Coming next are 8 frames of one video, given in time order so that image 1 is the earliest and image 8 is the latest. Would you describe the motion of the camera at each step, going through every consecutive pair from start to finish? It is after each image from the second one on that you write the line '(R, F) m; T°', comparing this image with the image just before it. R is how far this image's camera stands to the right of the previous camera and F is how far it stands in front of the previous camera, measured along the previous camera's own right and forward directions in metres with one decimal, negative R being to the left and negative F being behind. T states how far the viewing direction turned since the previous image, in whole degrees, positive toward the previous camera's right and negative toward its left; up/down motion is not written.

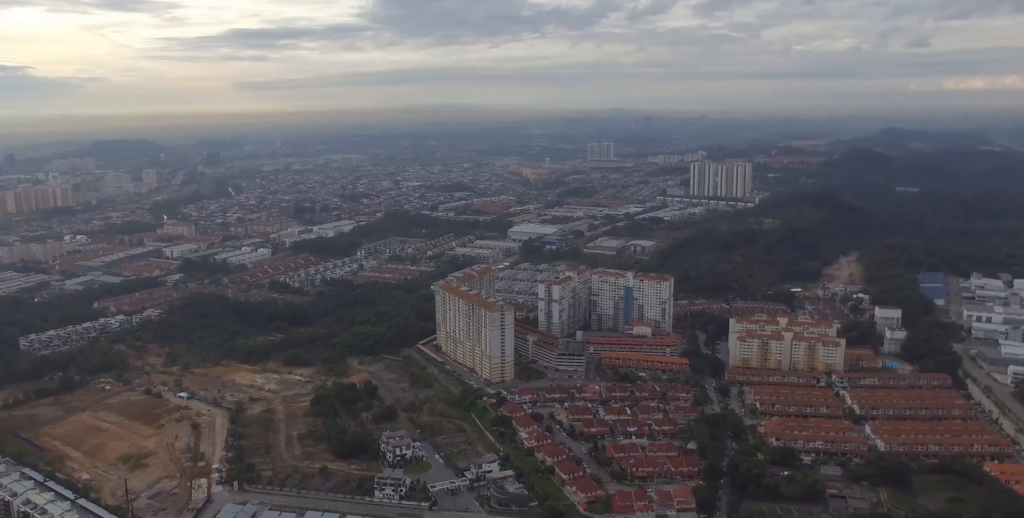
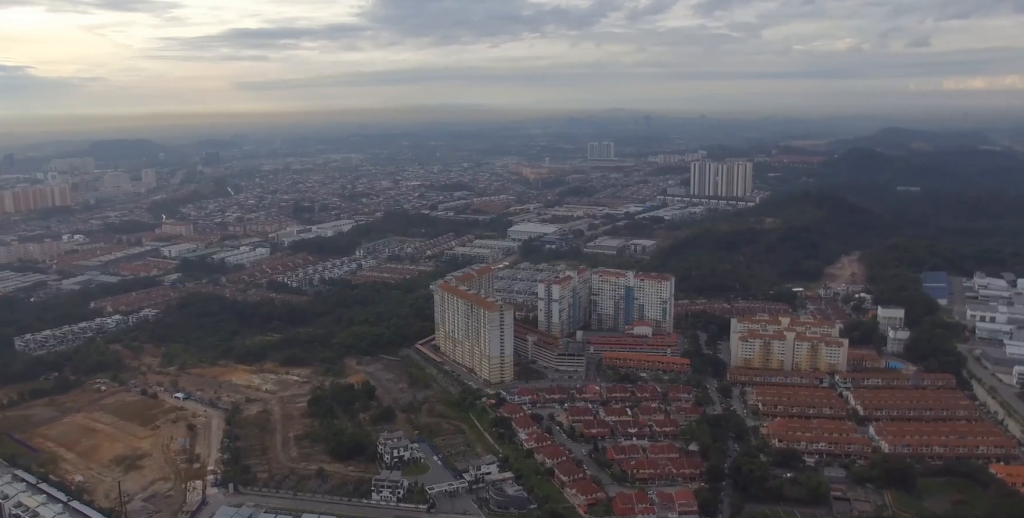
(0.0, +7.1) m; 0°
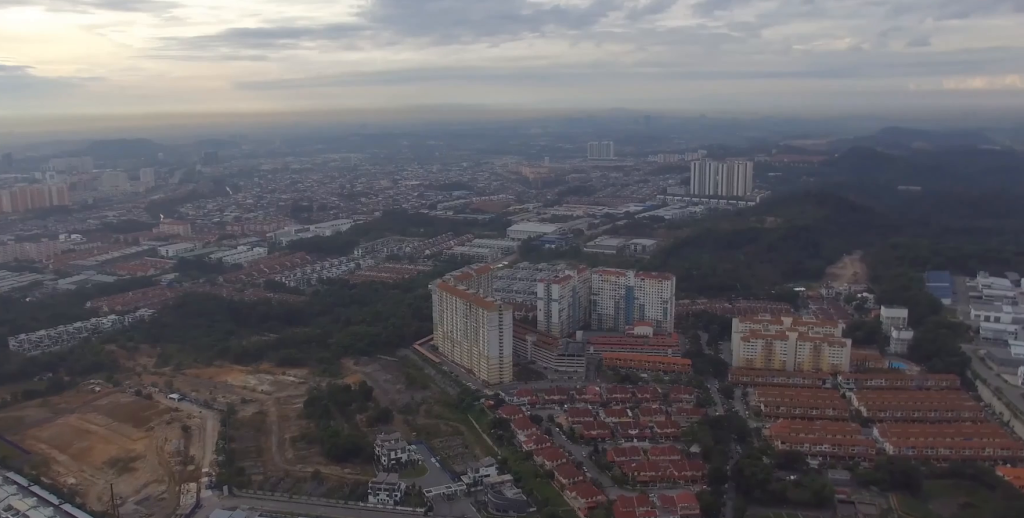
(0.0, +7.5) m; 0°
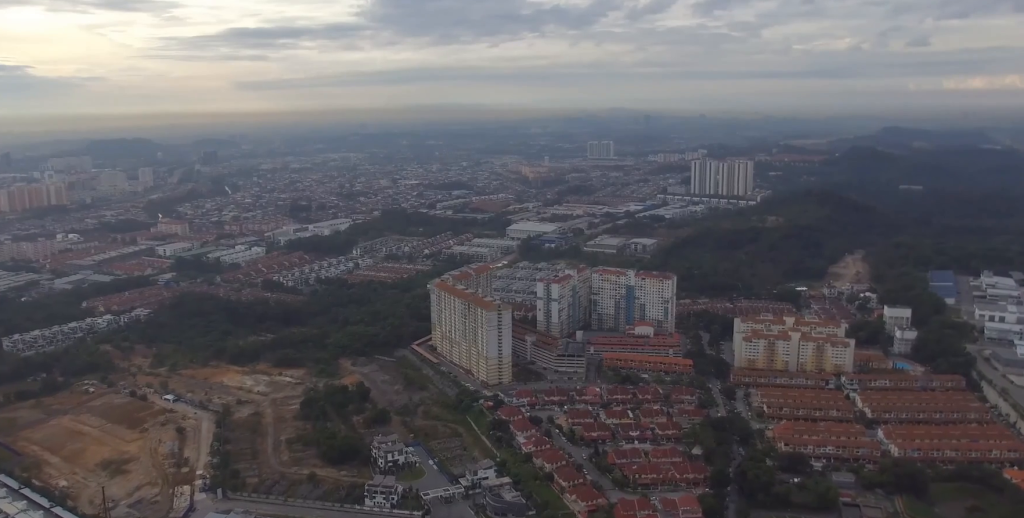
(0.0, +8.3) m; 0°
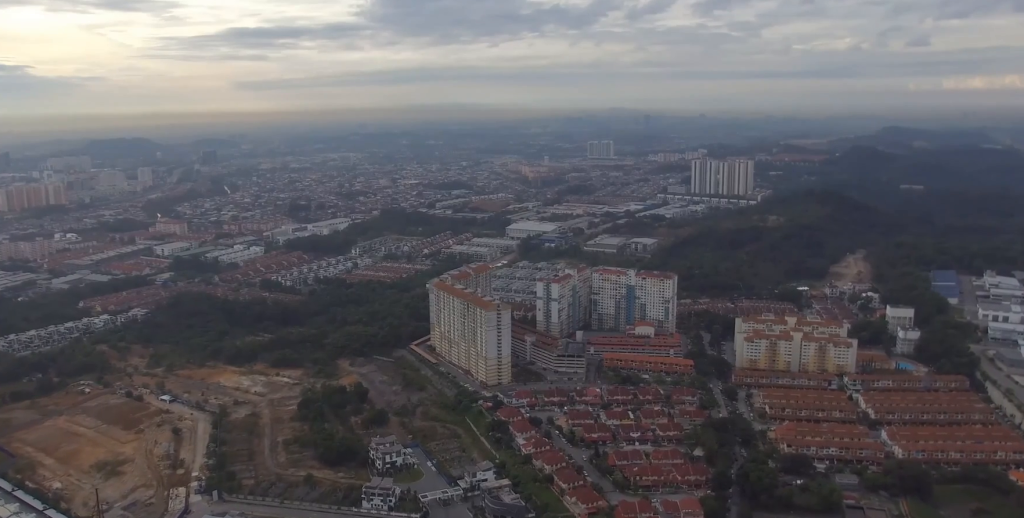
(0.0, +6.2) m; 0°
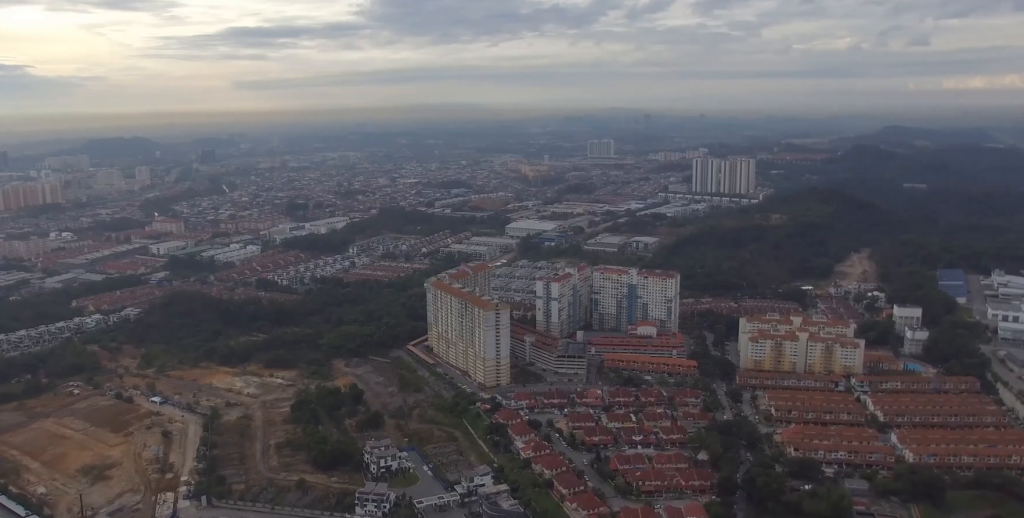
(0.0, +14.8) m; 0°
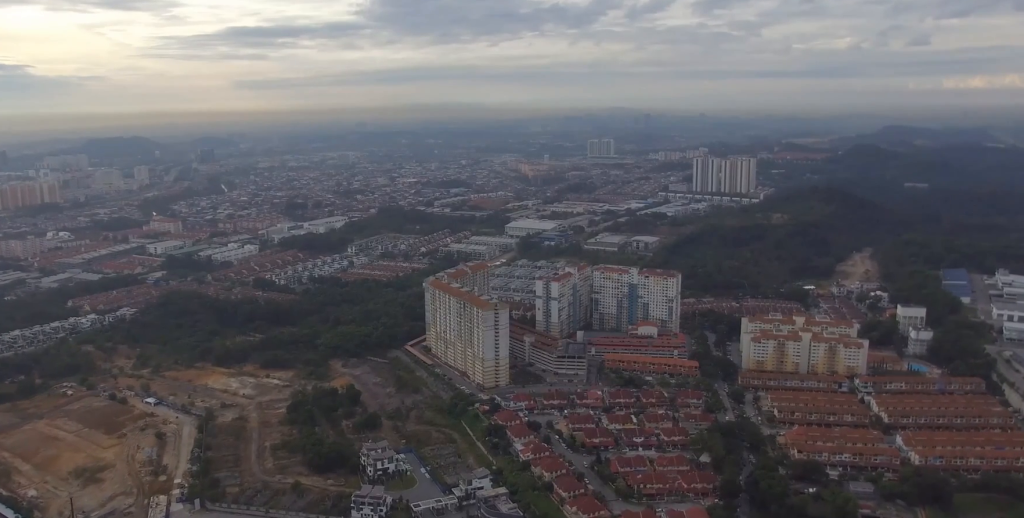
(0.0, +8.2) m; 0°
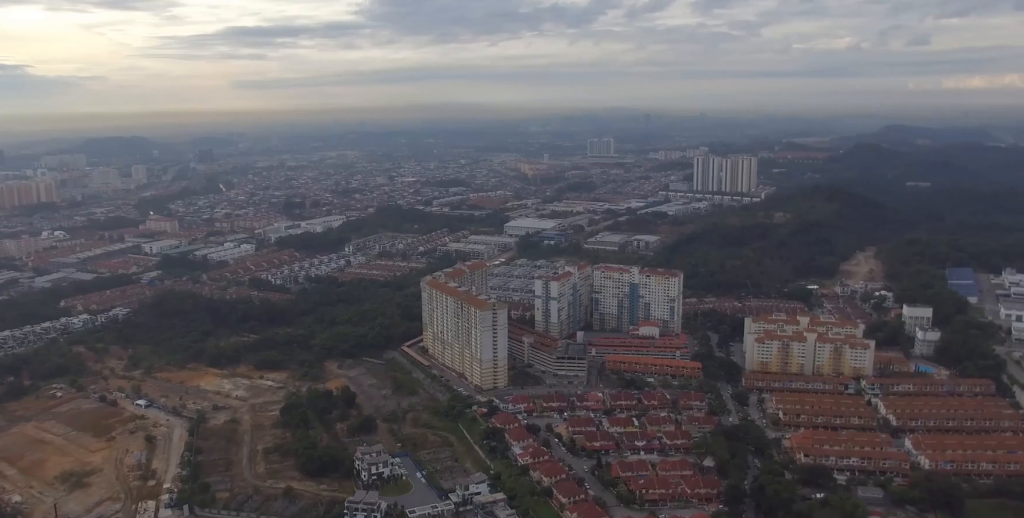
(0.0, +13.2) m; 0°
